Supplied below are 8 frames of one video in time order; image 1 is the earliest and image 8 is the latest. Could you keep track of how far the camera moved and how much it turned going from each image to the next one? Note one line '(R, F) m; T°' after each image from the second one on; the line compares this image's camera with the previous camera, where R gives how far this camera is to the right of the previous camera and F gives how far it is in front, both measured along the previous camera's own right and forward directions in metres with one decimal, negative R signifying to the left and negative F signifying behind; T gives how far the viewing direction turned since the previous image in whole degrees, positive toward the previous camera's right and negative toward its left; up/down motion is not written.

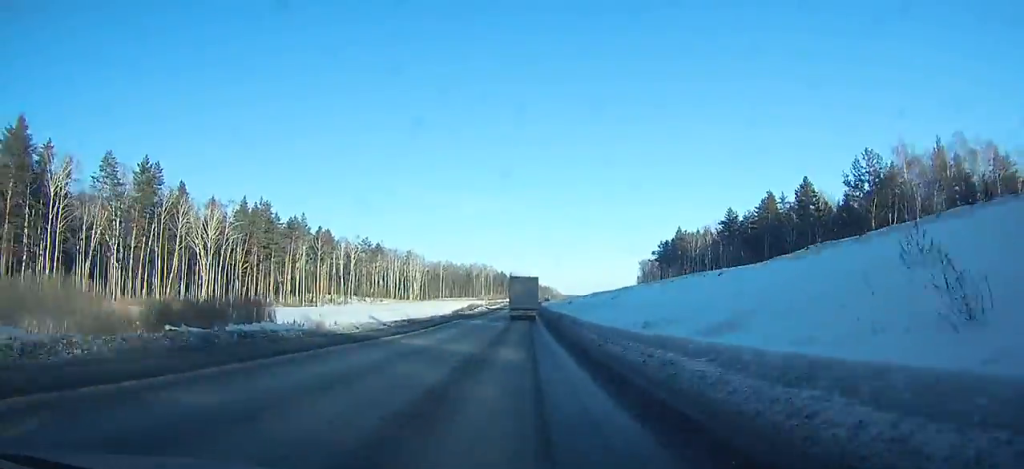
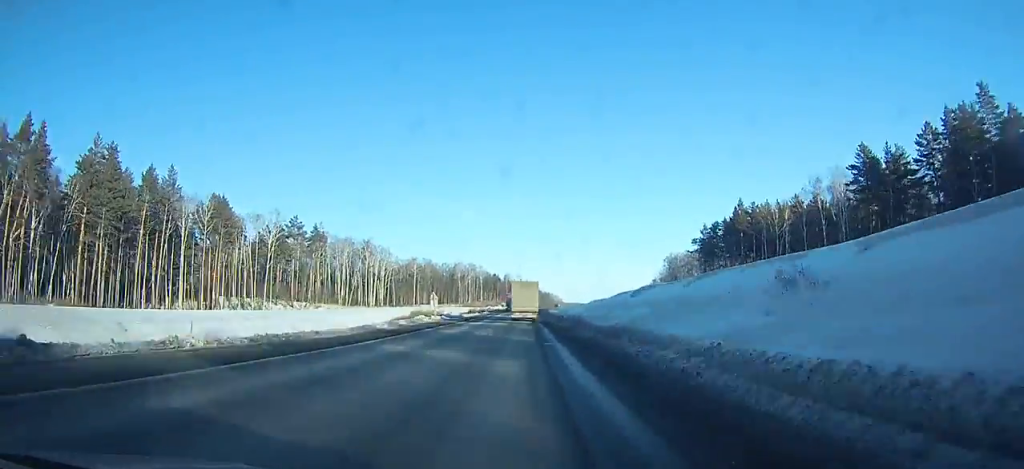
(0.0, +71.6) m; 0°
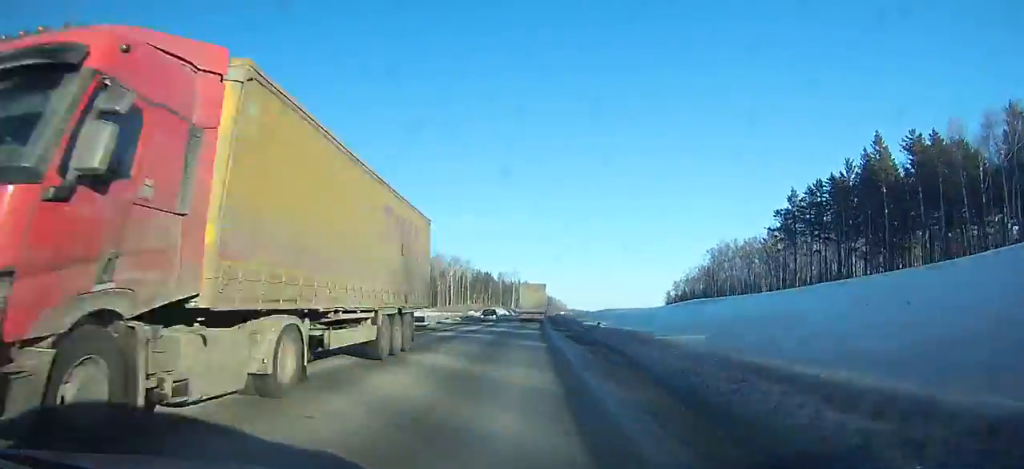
(+0.3, +69.9) m; +1°
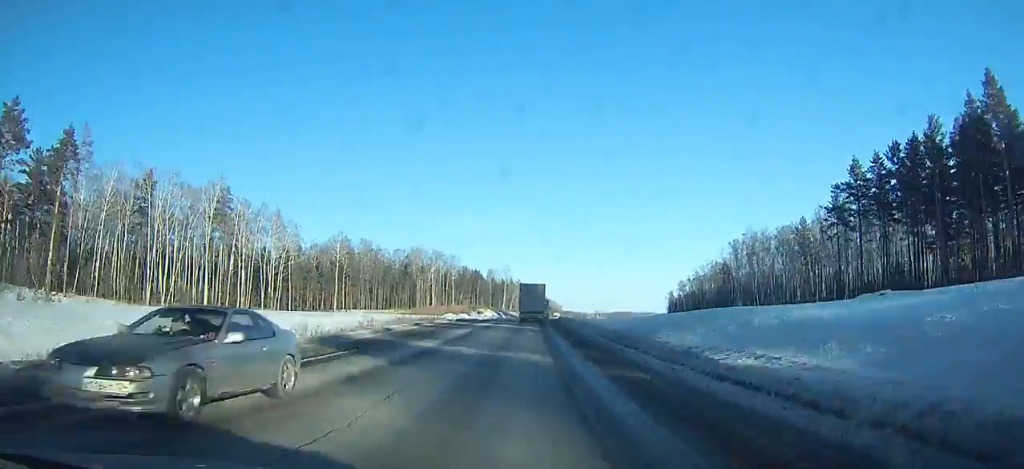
(+0.3, +29.8) m; +1°
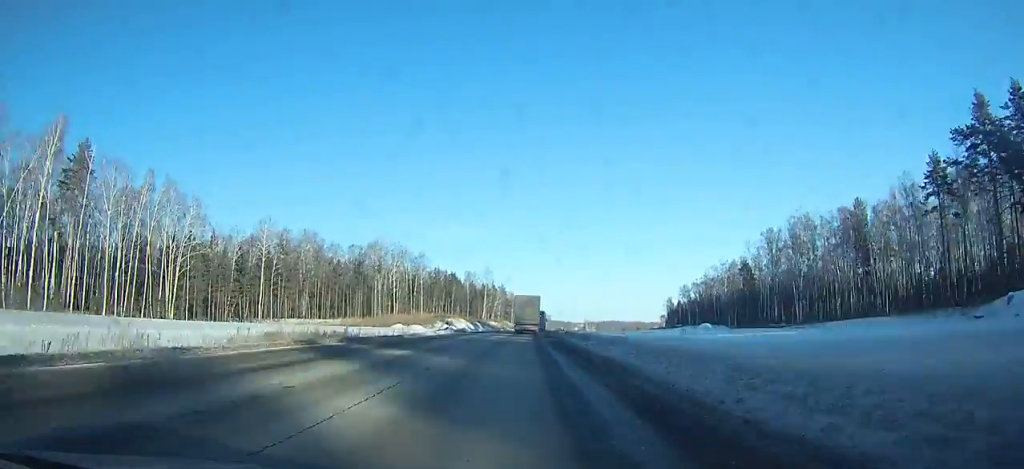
(+0.2, +38.3) m; +1°
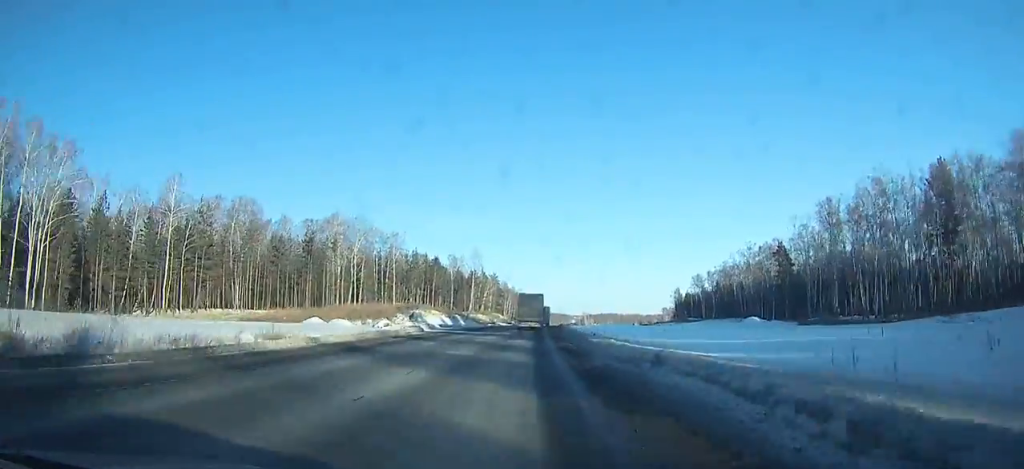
(+0.4, +34.2) m; +1°
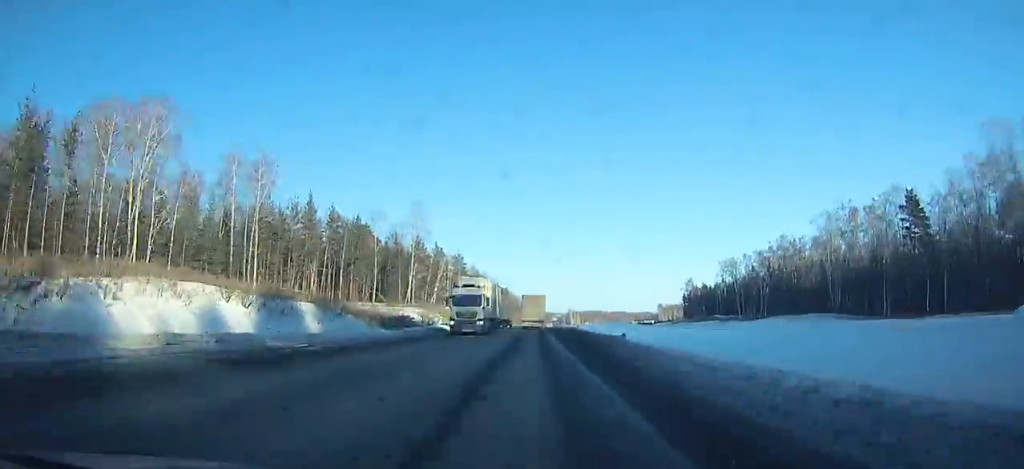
(+1.0, +72.9) m; +2°
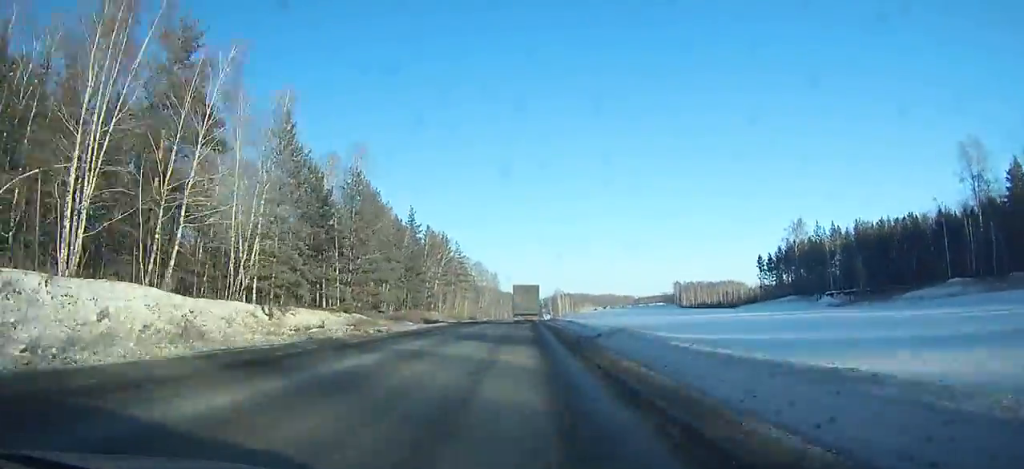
(+2.4, +149.0) m; +2°
